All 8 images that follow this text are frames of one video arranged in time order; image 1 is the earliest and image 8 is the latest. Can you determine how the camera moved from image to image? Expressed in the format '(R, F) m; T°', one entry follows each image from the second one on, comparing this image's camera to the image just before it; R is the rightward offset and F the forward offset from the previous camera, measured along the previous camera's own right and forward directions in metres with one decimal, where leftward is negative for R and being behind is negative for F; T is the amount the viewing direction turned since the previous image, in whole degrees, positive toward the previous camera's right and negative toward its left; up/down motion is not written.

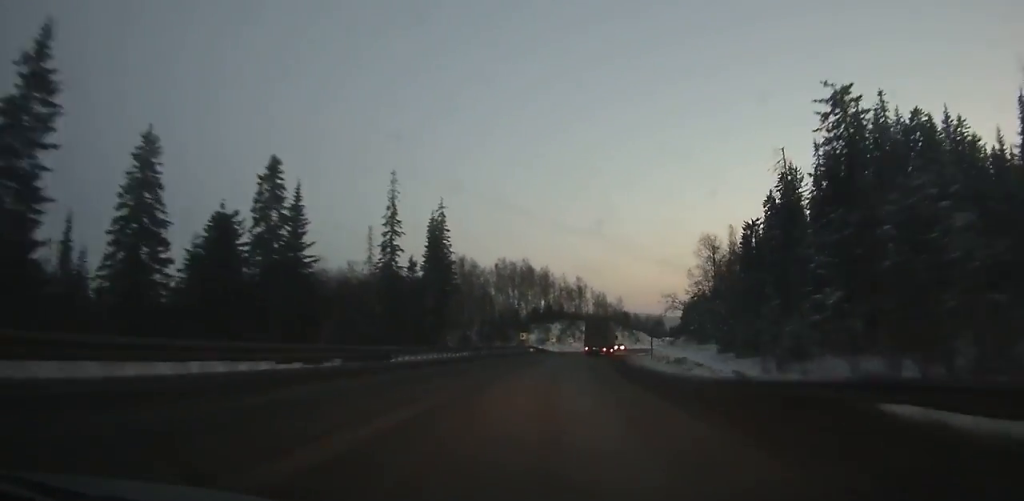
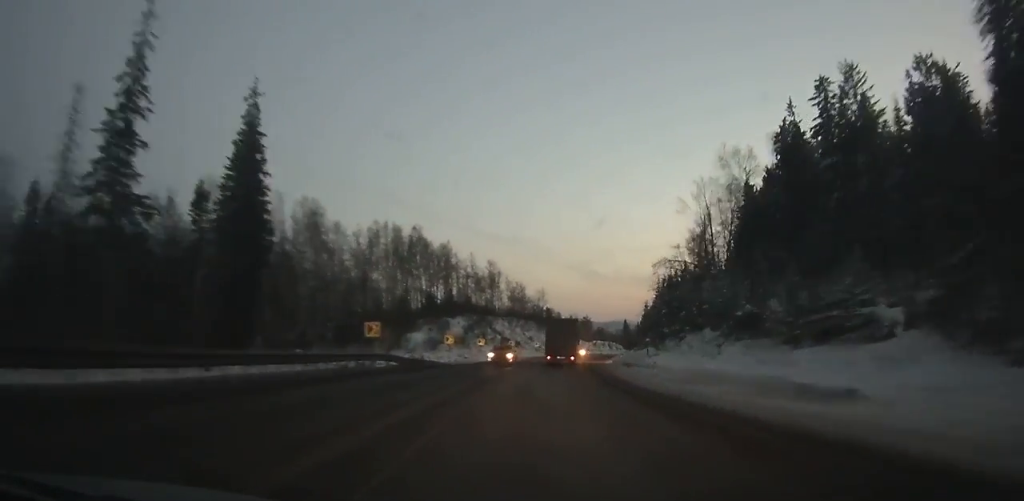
(+2.3, +38.4) m; +6°
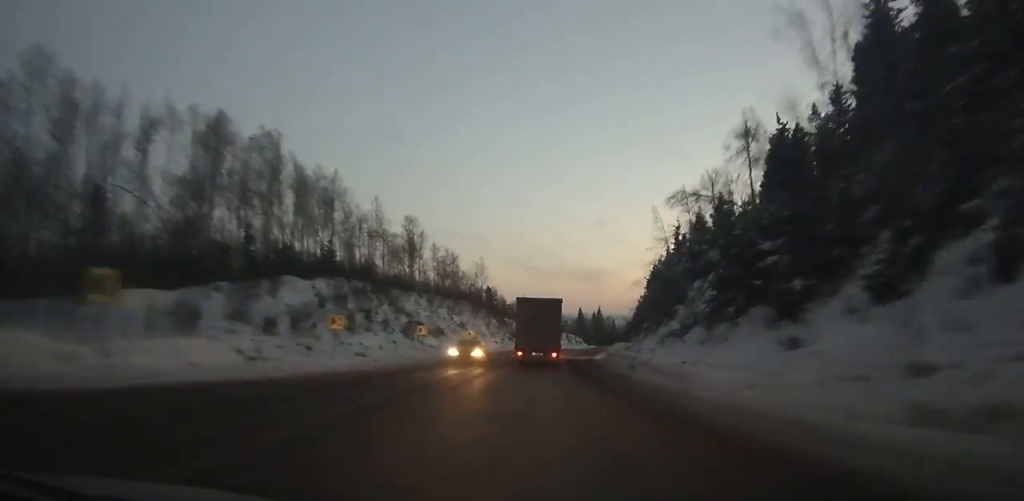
(+1.6, +36.2) m; +5°
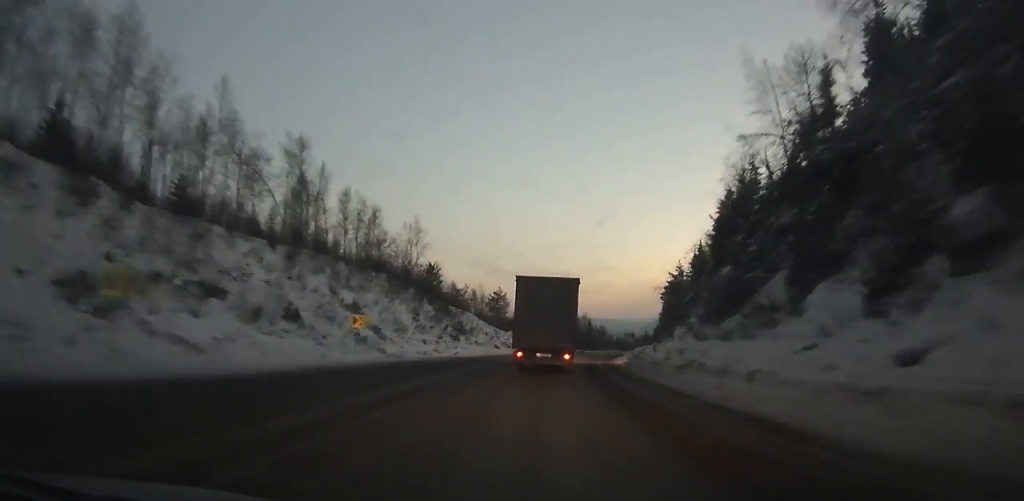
(+1.8, +35.5) m; +5°
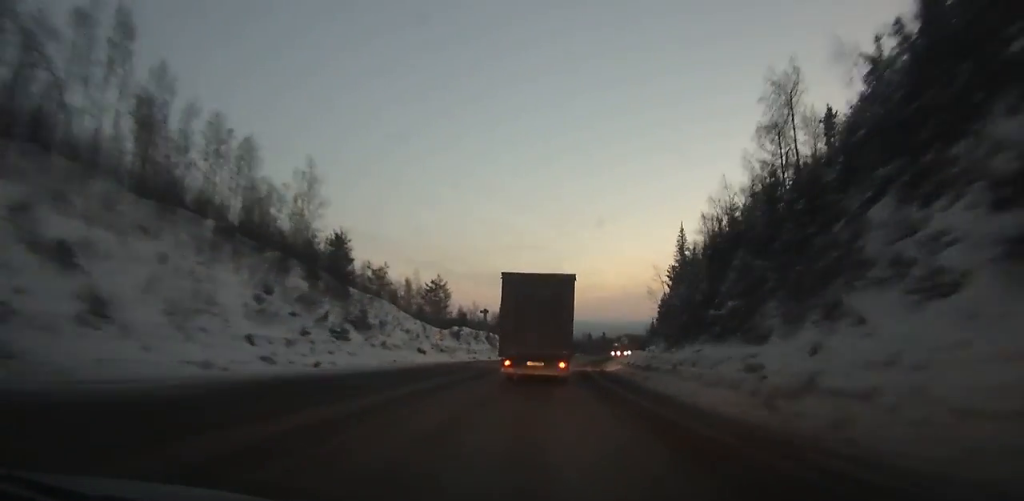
(+1.1, +25.0) m; +4°
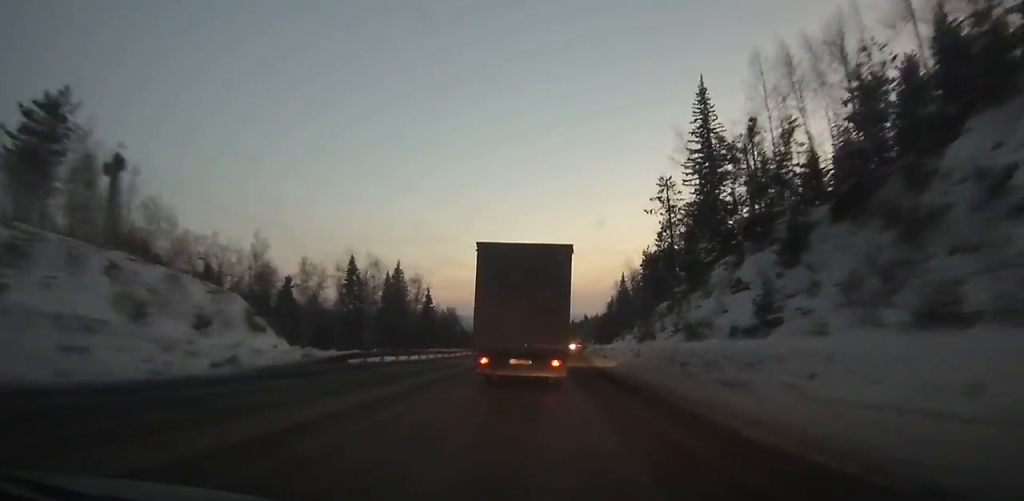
(+5.9, +69.9) m; +9°
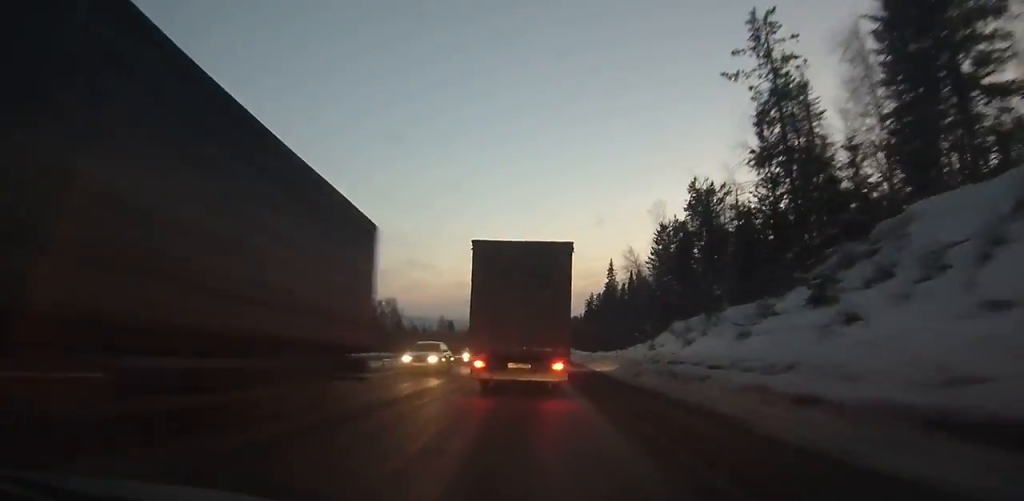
(+1.0, +38.7) m; +3°
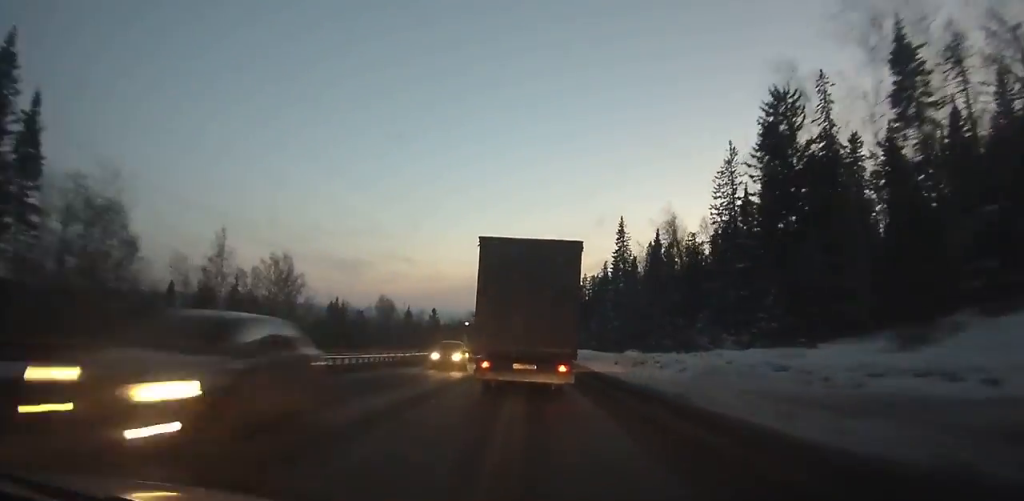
(+1.1, +49.3) m; +2°
